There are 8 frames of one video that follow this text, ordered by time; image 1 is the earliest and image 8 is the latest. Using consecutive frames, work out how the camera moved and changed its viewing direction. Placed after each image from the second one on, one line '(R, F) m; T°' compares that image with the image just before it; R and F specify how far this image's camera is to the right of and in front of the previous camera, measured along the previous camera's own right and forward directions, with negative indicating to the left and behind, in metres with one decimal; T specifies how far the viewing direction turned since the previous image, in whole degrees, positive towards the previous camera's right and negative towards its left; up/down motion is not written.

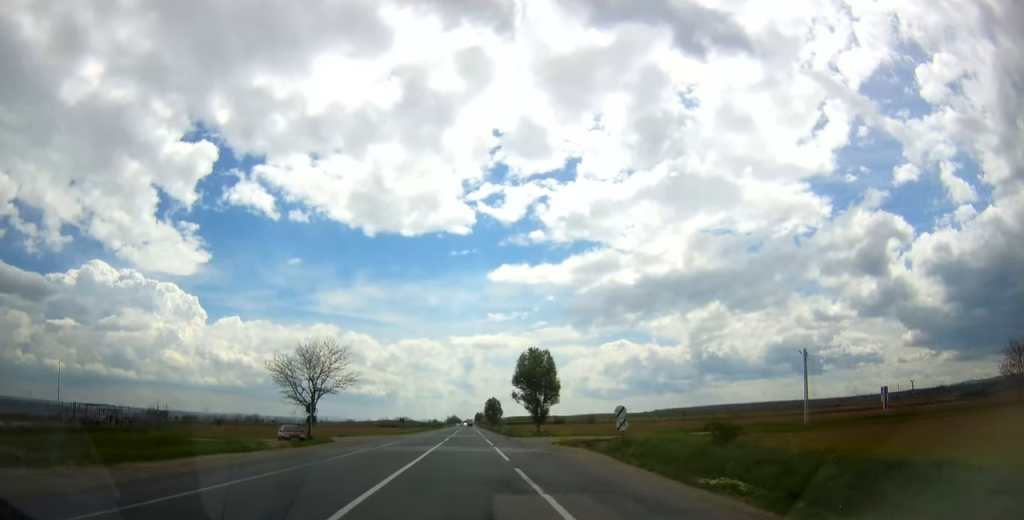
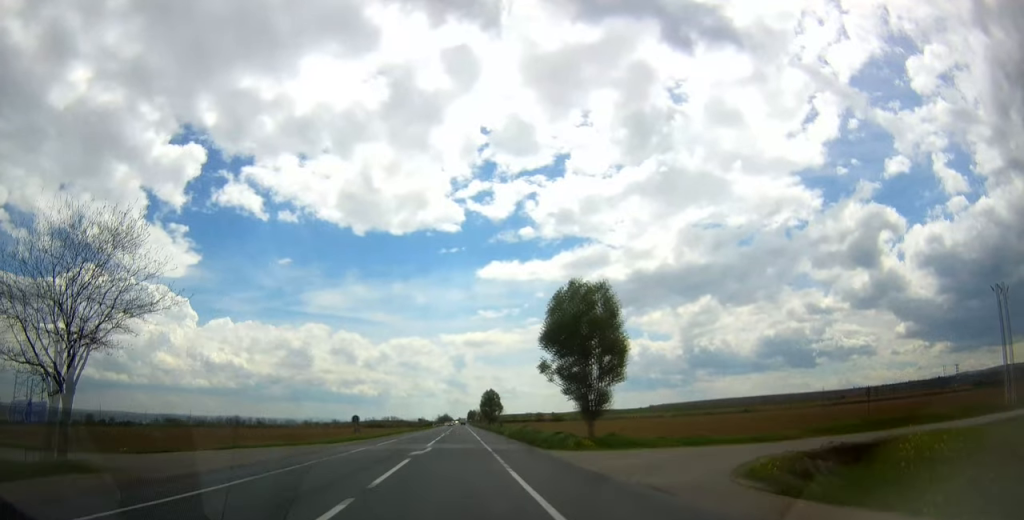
(-0.1, +33.9) m; 0°
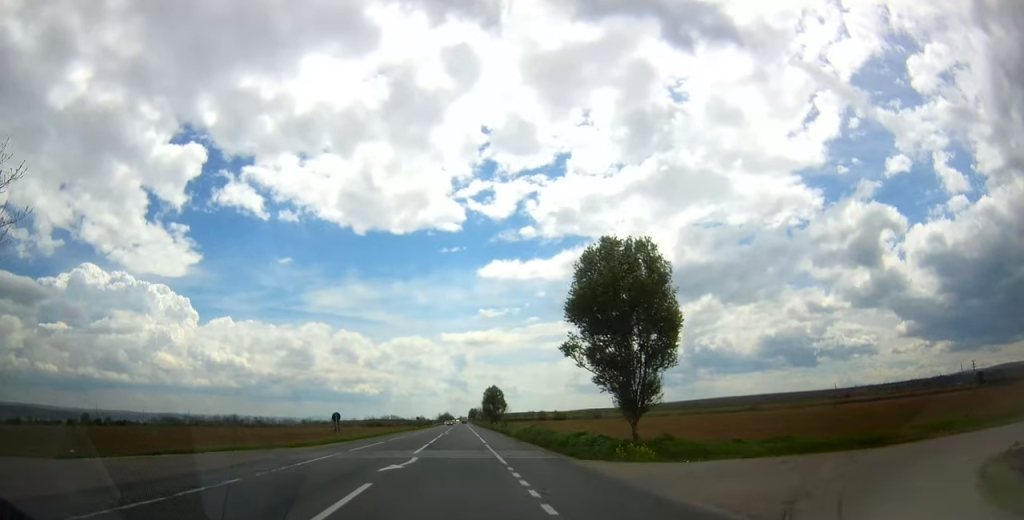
(+0.1, +9.6) m; 0°
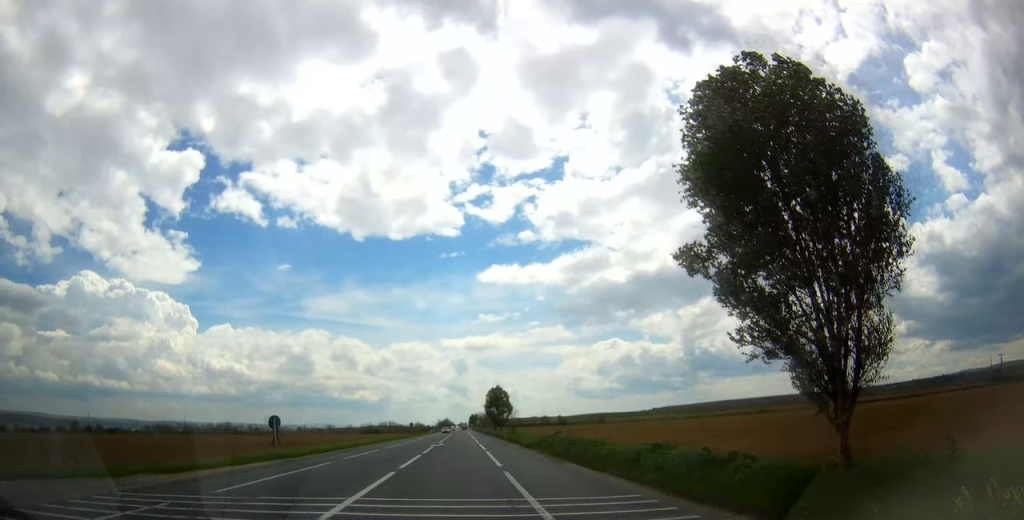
(0.0, +16.2) m; +1°
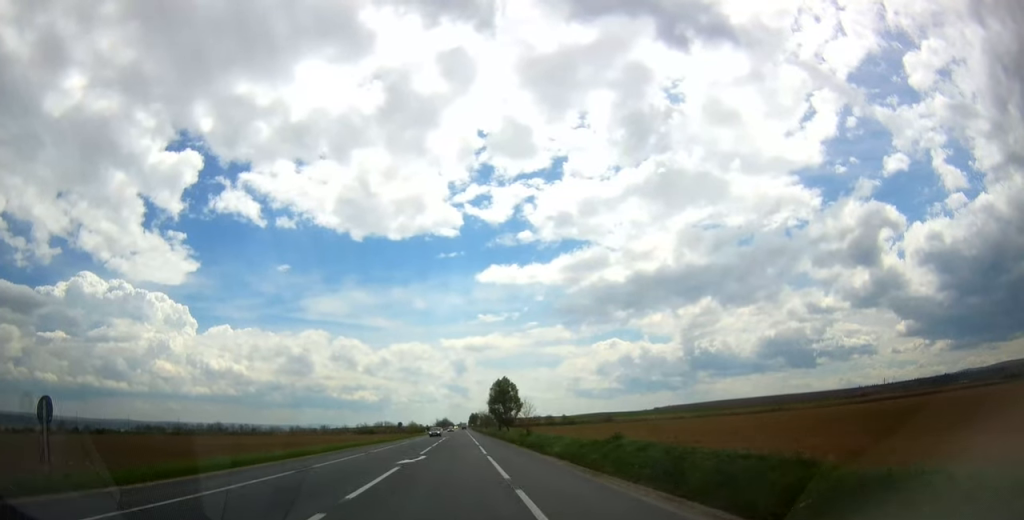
(+0.2, +19.0) m; 0°
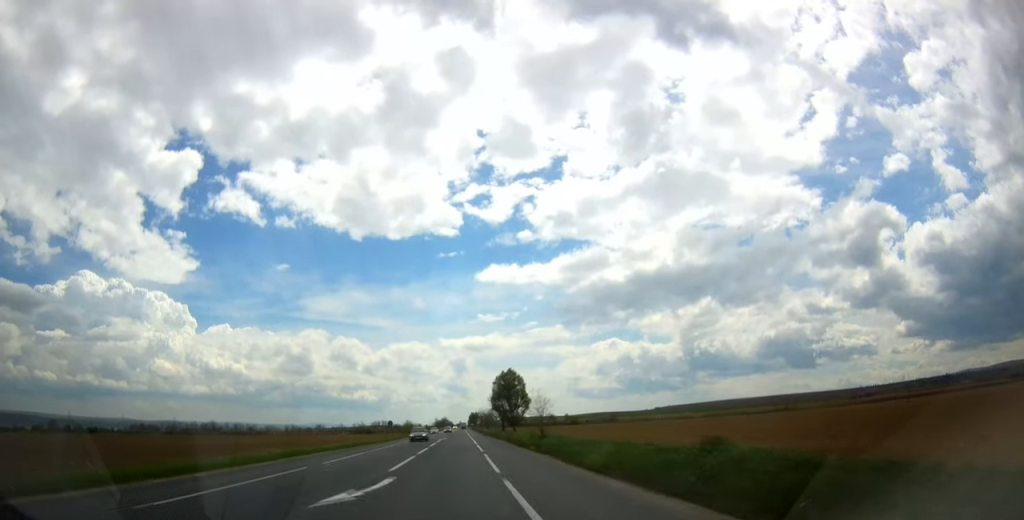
(0.0, +11.4) m; 0°
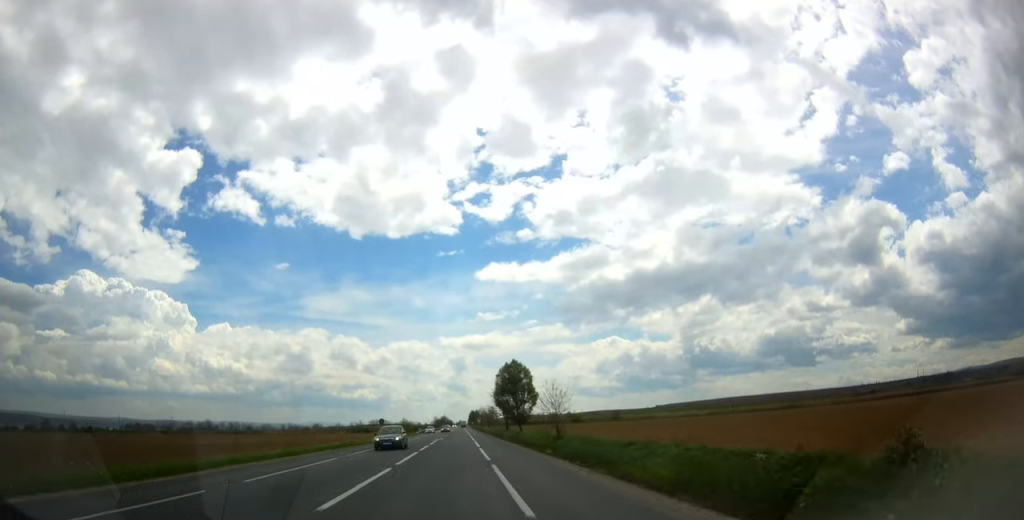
(-0.1, +8.4) m; 0°
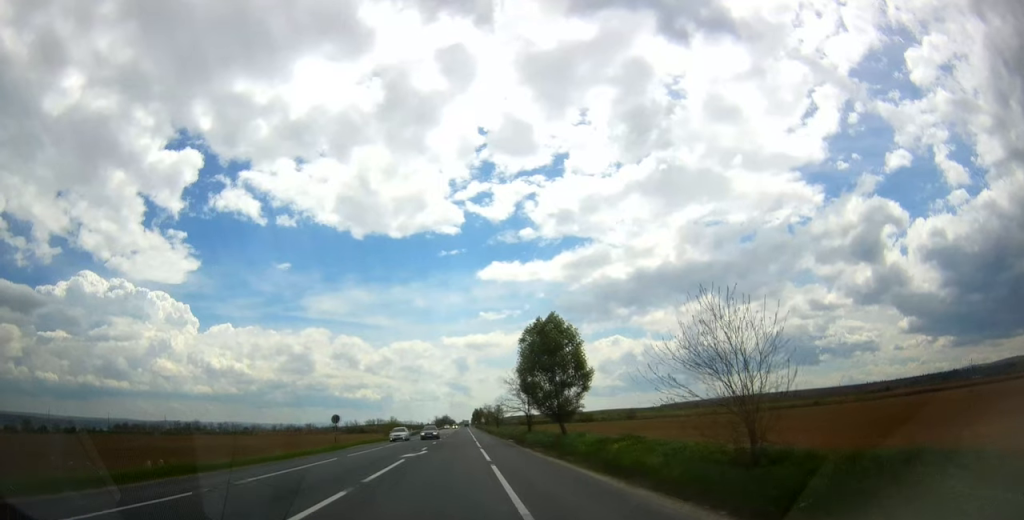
(+0.2, +27.6) m; 0°
